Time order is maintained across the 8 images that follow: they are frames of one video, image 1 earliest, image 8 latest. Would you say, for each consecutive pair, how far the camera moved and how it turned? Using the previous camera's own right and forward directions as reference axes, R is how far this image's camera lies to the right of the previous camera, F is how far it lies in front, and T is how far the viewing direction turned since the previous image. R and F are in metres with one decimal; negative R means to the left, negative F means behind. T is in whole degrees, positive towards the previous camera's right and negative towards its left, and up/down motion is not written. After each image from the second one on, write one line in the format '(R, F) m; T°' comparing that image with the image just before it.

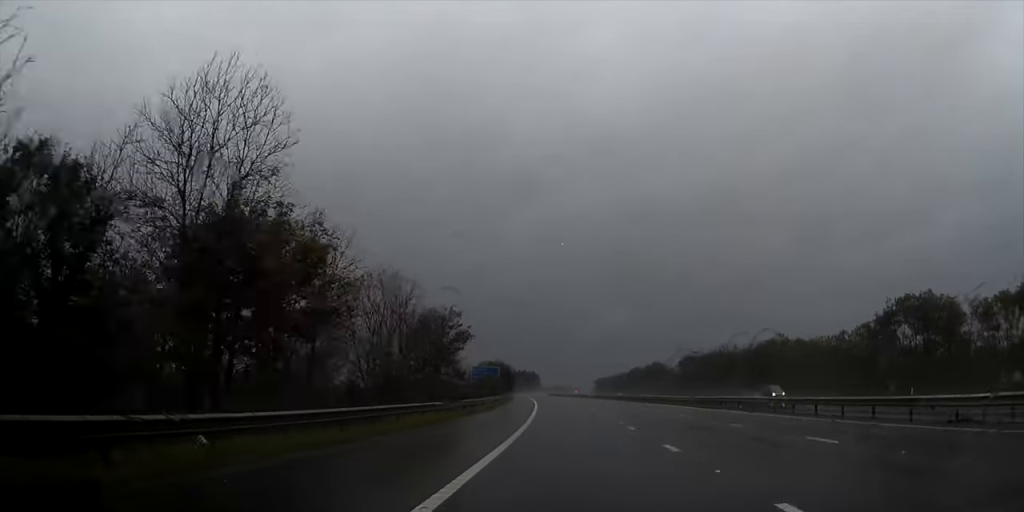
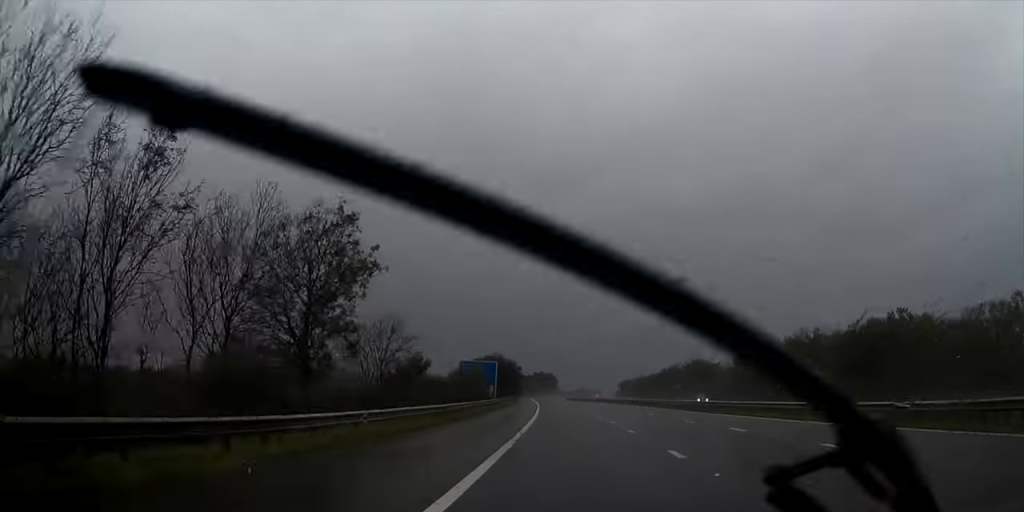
(-0.3, +37.2) m; -1°
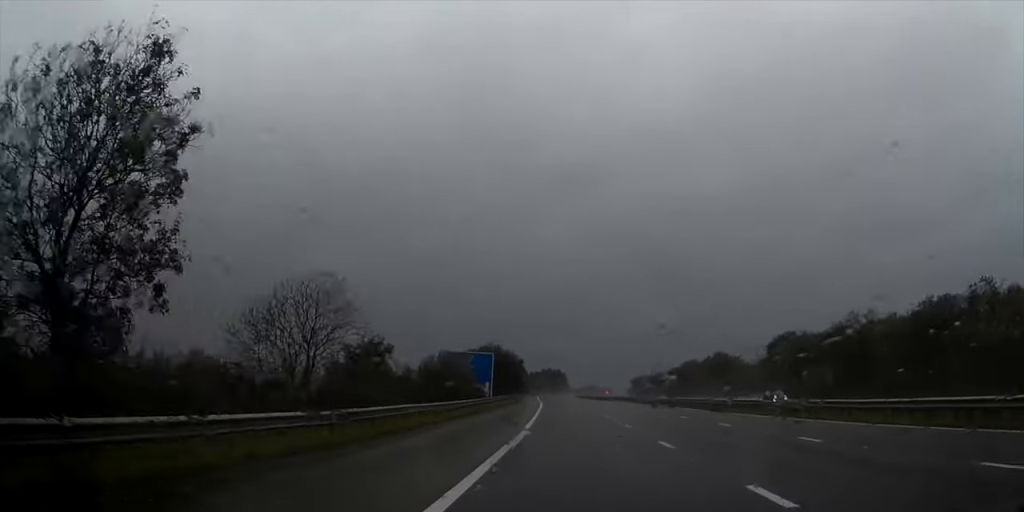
(-0.1, +16.3) m; -1°
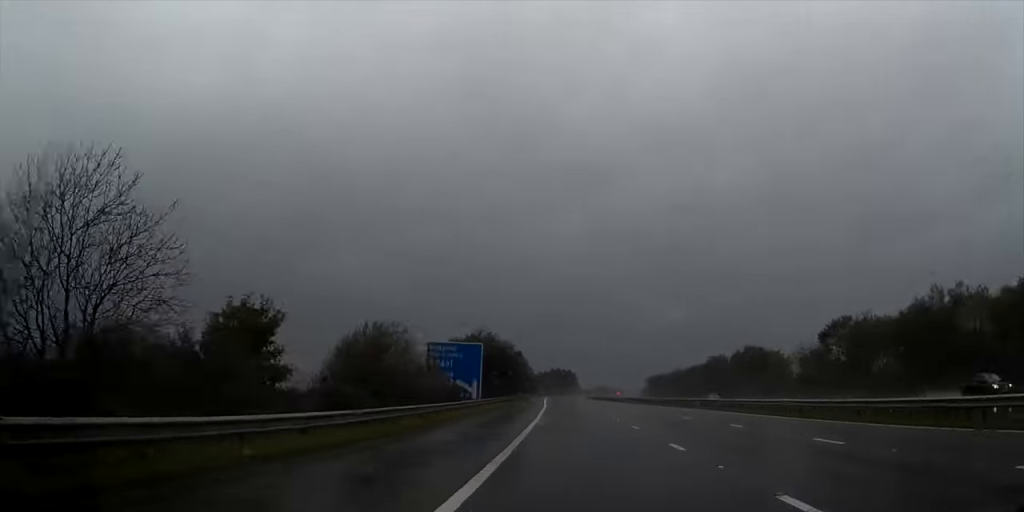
(-0.1, +18.6) m; -1°
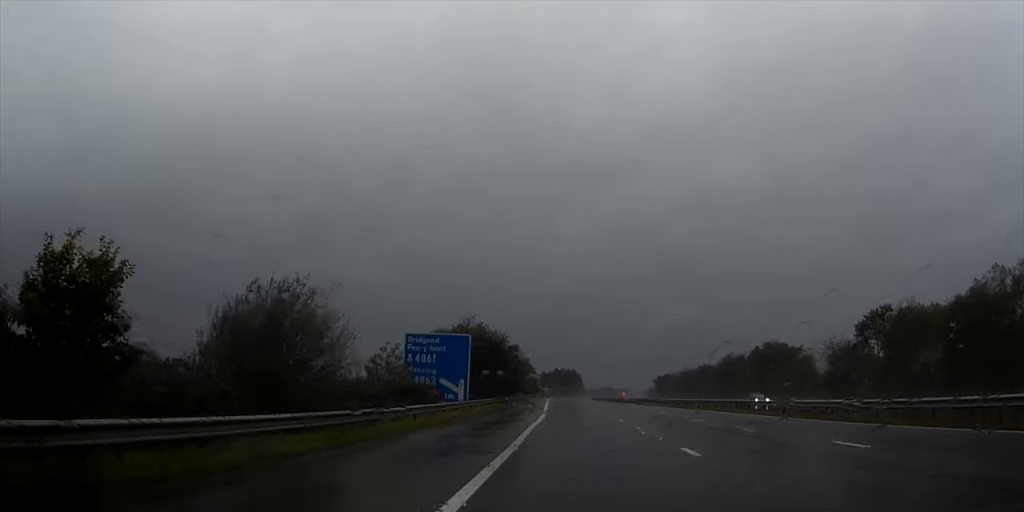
(0.0, +11.4) m; 0°
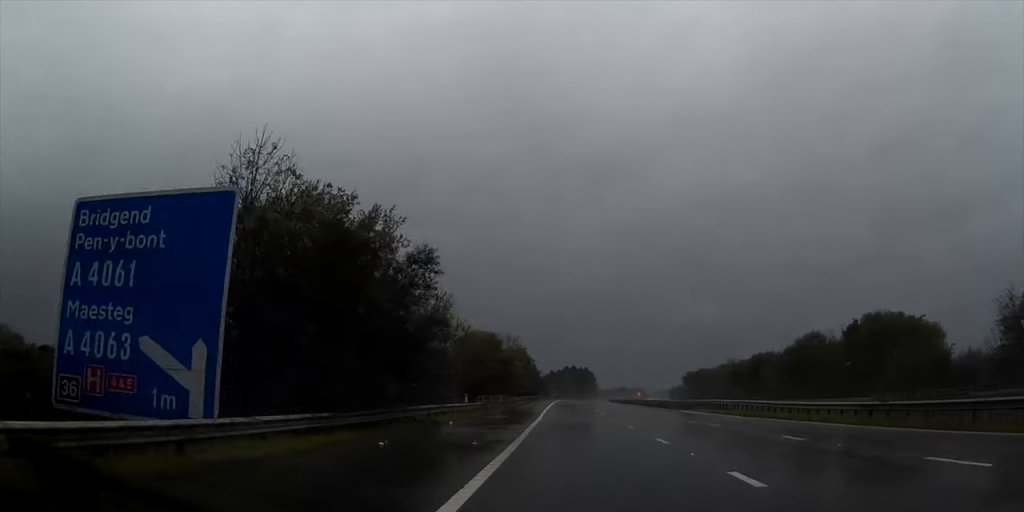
(-0.2, +44.3) m; -1°
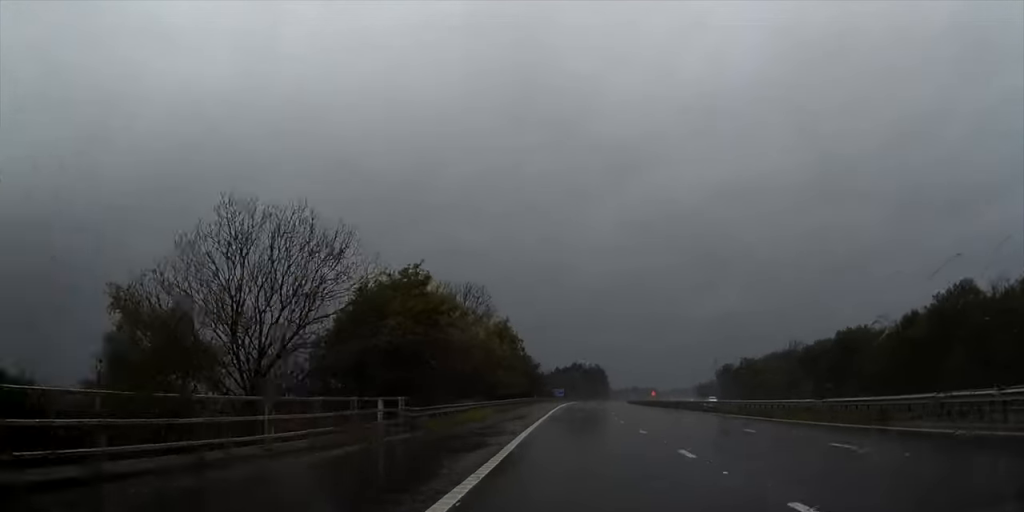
(-0.4, +39.8) m; -1°
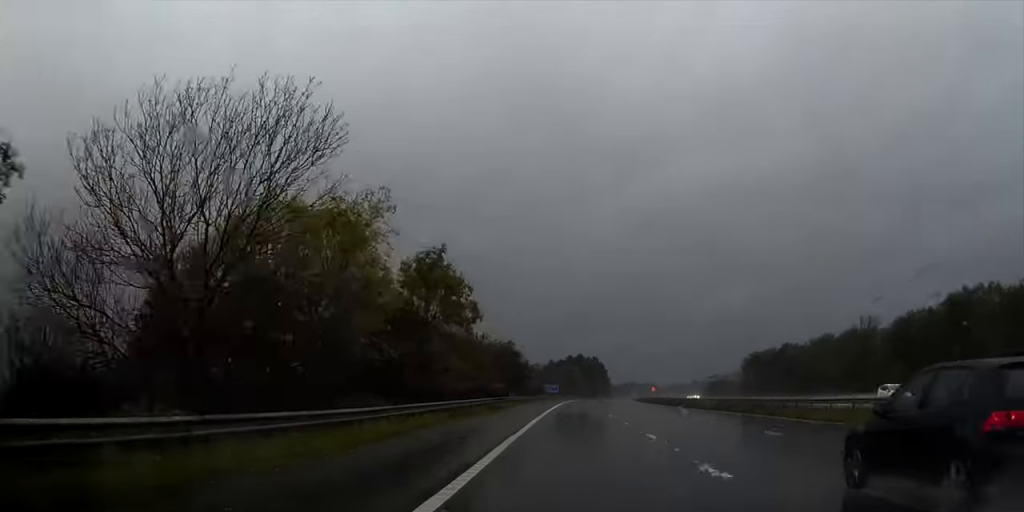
(0.0, +30.7) m; 0°
